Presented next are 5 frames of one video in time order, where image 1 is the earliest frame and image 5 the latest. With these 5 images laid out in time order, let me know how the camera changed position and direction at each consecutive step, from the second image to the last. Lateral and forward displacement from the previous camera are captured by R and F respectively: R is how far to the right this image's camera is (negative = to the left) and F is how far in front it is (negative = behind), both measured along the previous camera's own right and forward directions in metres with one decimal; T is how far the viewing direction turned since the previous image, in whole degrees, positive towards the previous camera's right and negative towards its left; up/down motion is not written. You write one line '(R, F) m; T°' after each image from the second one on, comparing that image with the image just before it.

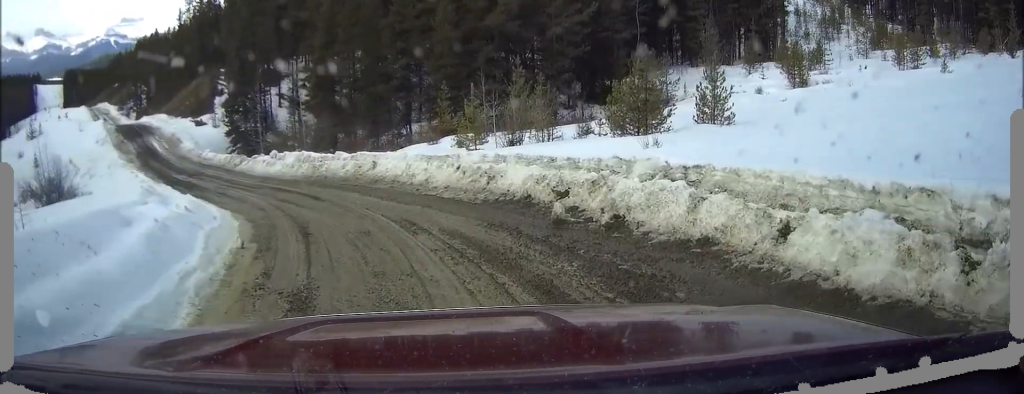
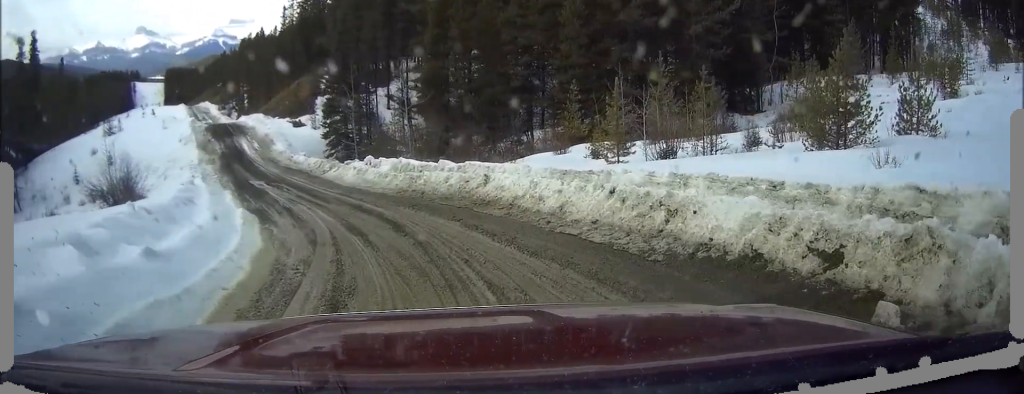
(-0.1, +5.4) m; -2°
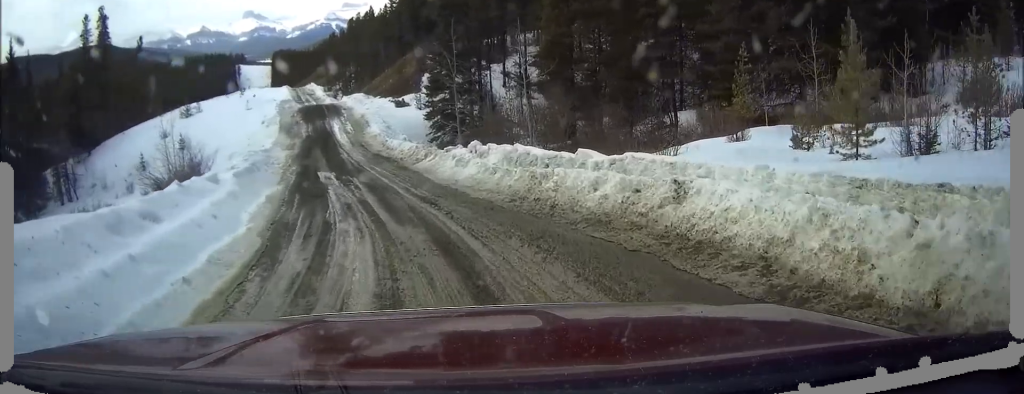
(-0.5, +7.8) m; -12°
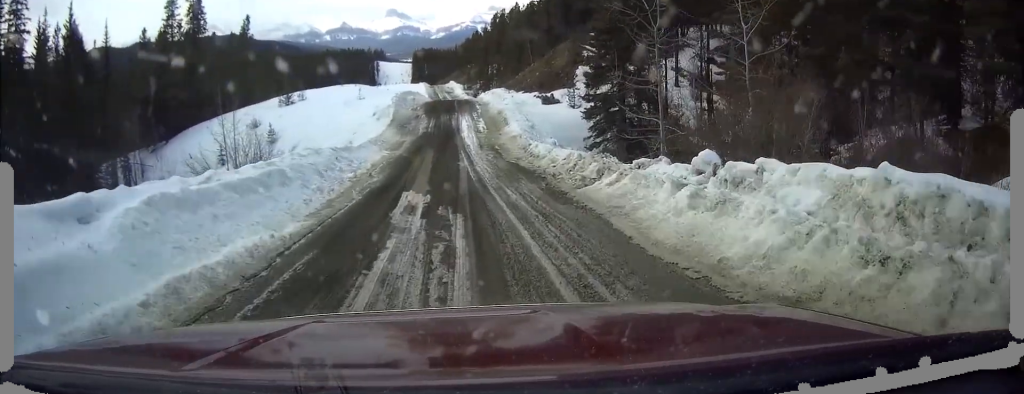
(-2.3, +10.9) m; -20°
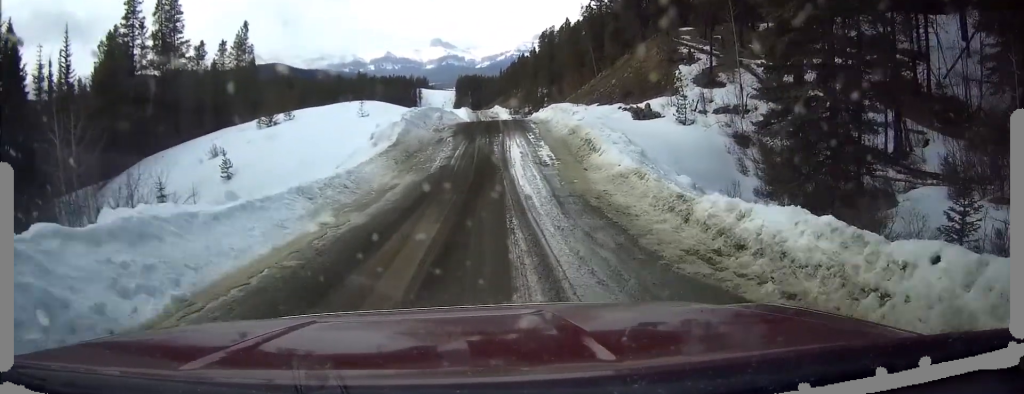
(-1.8, +16.2) m; -8°
